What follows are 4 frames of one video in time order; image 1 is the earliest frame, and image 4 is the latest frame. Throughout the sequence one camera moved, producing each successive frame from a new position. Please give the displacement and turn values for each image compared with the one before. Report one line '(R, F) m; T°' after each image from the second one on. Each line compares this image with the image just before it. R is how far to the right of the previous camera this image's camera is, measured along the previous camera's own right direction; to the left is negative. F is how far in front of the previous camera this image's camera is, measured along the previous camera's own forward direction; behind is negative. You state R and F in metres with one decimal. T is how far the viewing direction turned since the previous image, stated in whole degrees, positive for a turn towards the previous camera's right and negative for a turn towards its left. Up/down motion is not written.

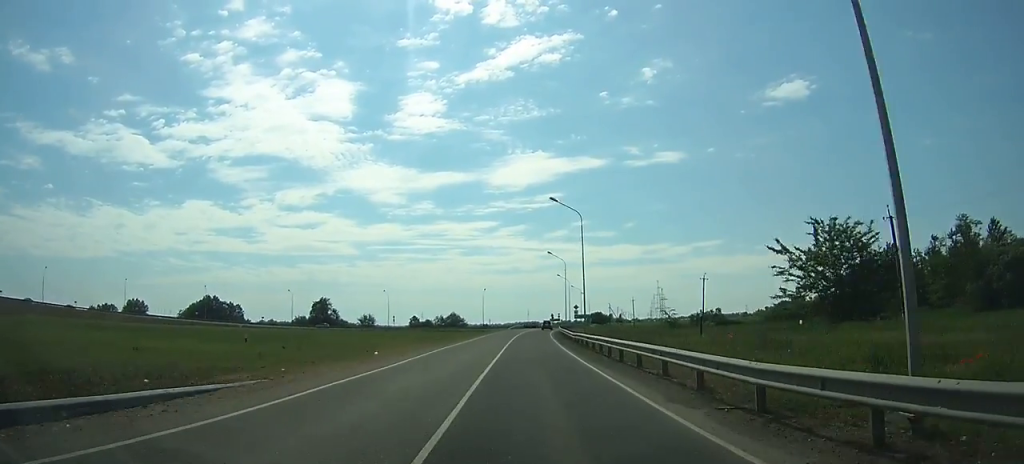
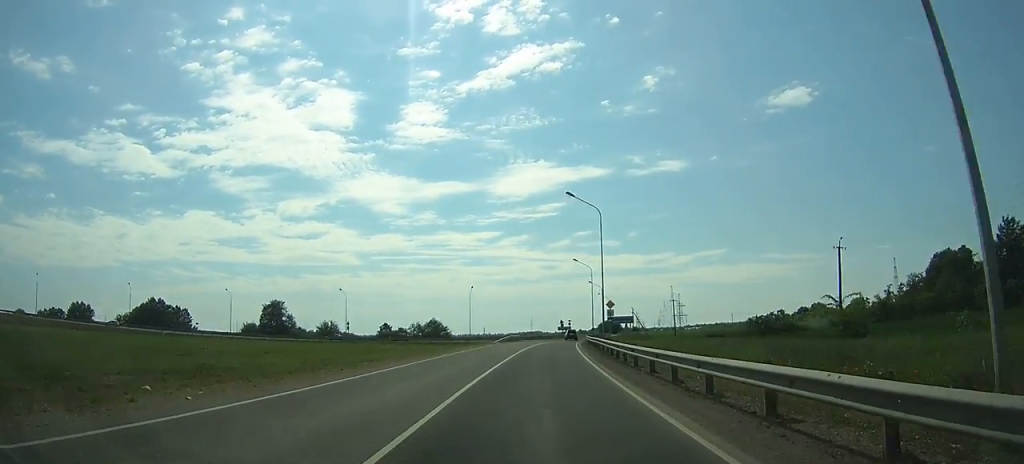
(+3.4, +38.5) m; +6°
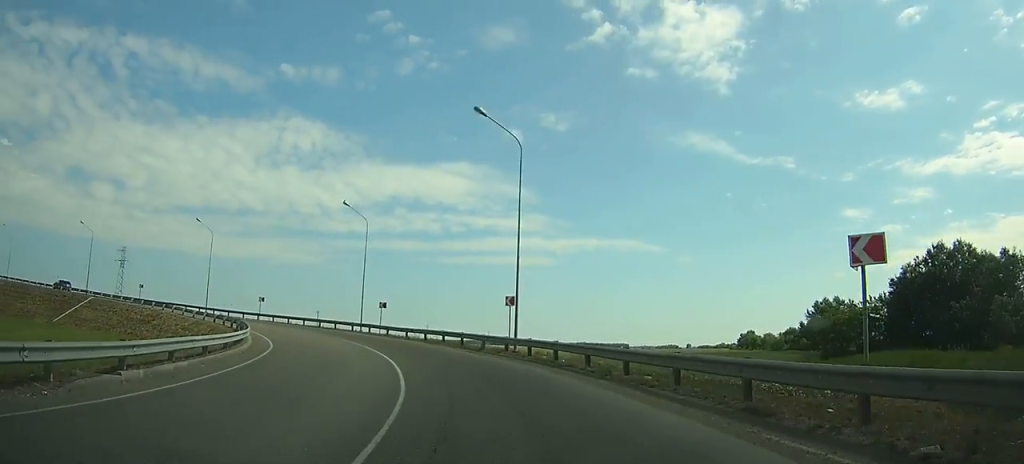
(-78.7, +121.4) m; -100°
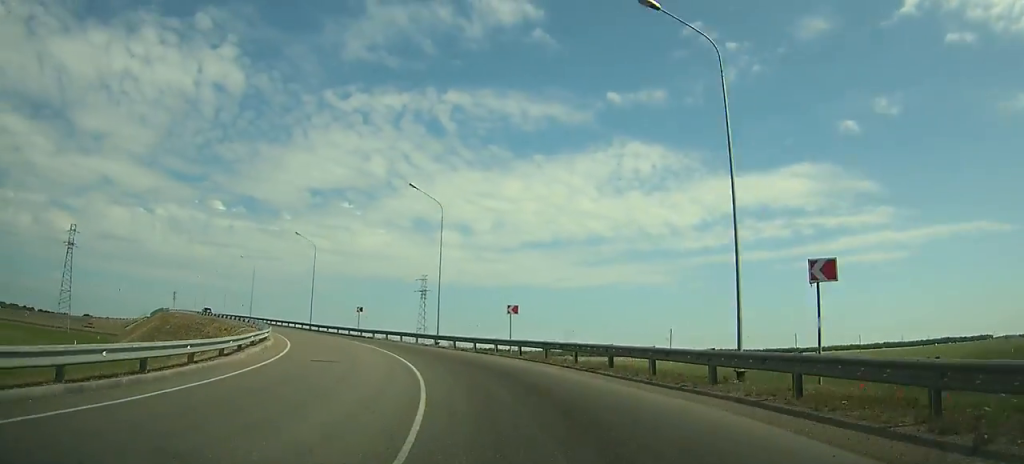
(-8.1, +33.5) m; -30°
